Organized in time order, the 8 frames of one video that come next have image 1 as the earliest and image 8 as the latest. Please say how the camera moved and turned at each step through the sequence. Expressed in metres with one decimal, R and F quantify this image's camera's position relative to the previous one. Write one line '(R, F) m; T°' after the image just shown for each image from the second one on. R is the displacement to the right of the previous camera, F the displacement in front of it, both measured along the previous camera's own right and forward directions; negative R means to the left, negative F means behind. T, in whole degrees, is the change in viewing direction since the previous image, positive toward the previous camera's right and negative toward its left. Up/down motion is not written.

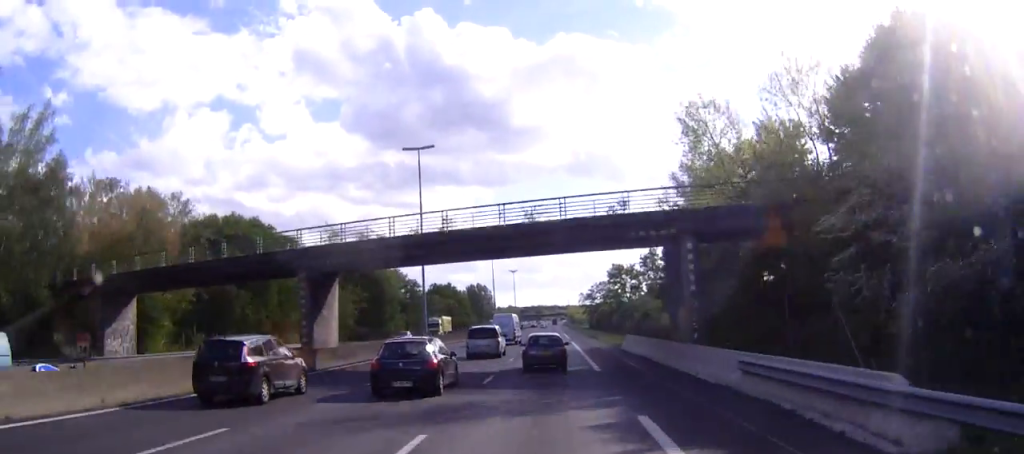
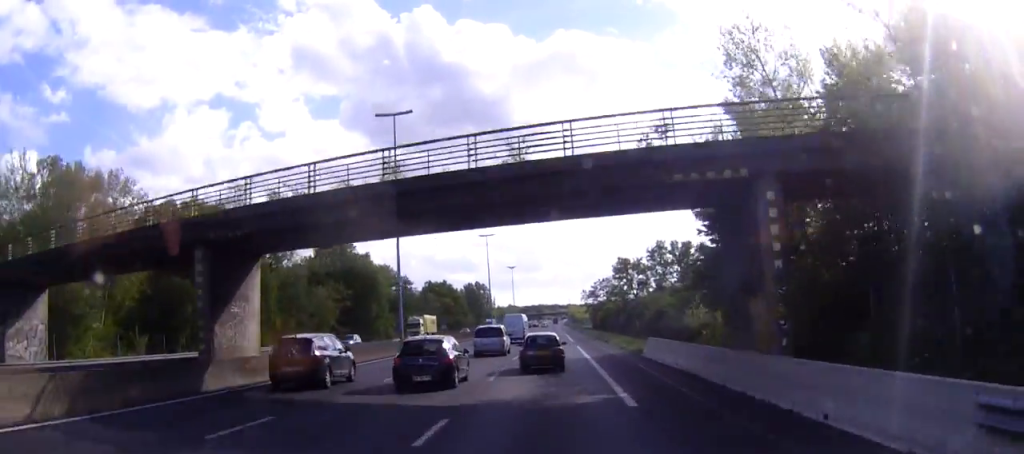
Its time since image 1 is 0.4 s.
(0.0, +10.9) m; 0°
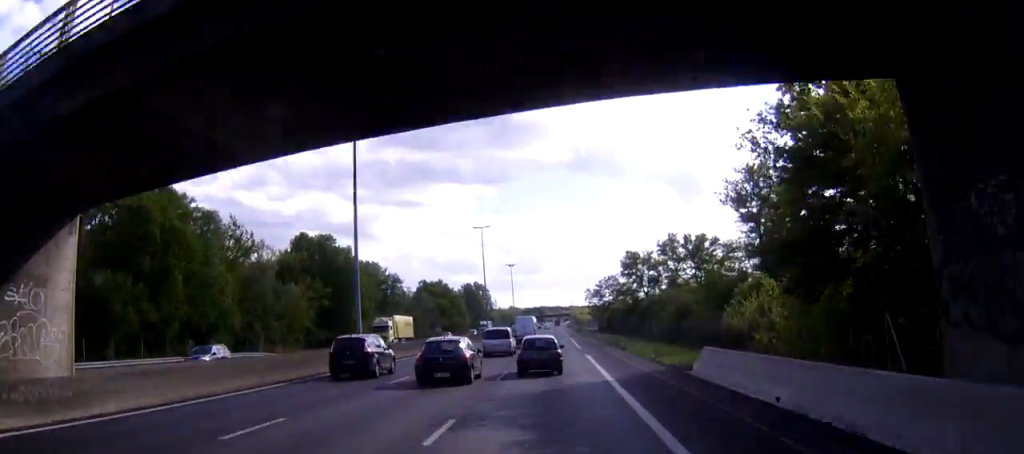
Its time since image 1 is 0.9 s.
(0.0, +12.6) m; 0°
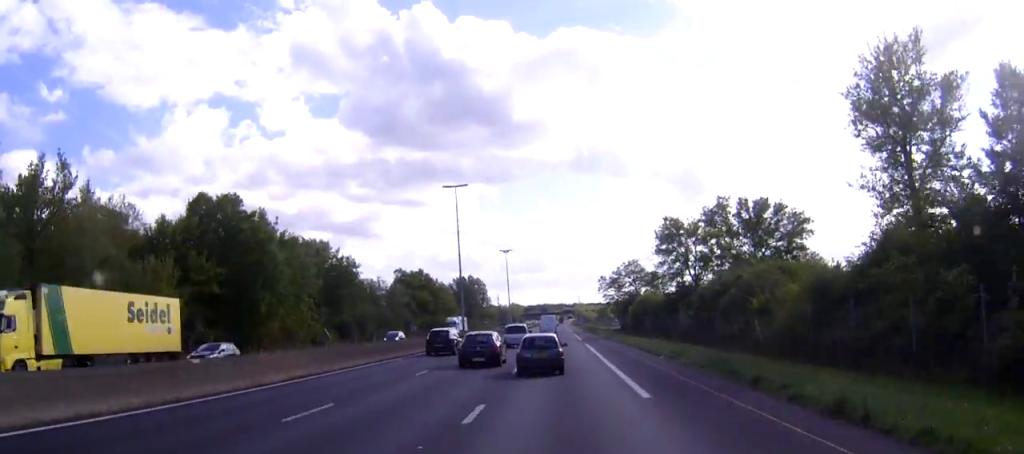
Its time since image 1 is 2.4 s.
(-0.4, +37.1) m; -1°
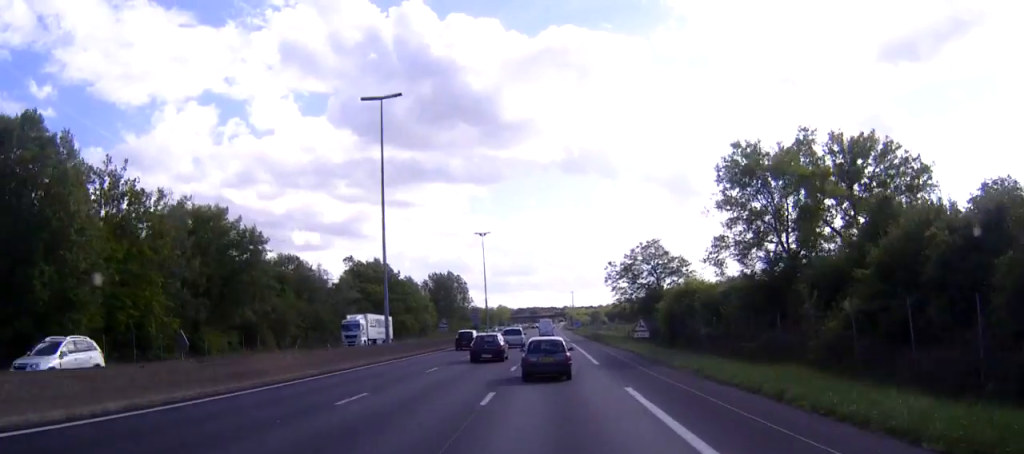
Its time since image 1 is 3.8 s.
(+0.4, +35.5) m; +1°
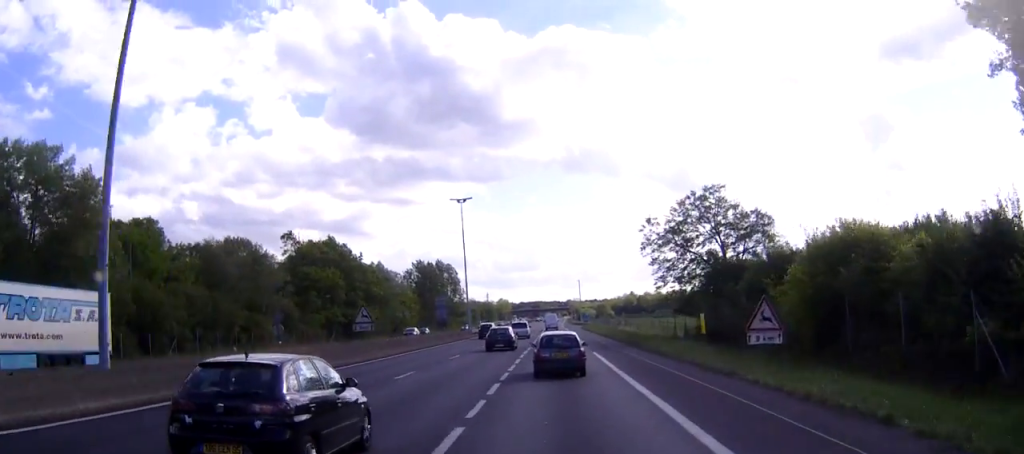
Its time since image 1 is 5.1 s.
(0.0, +33.8) m; 0°
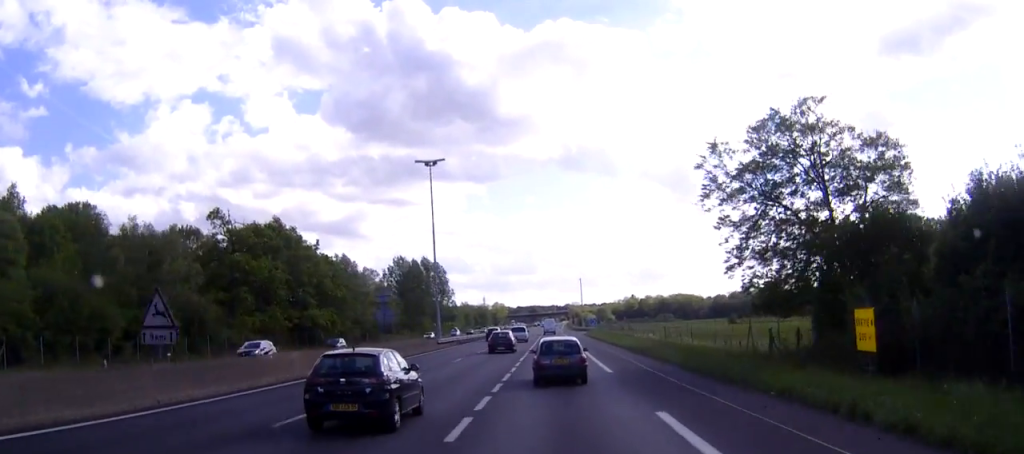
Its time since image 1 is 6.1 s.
(+0.1, +23.6) m; 0°
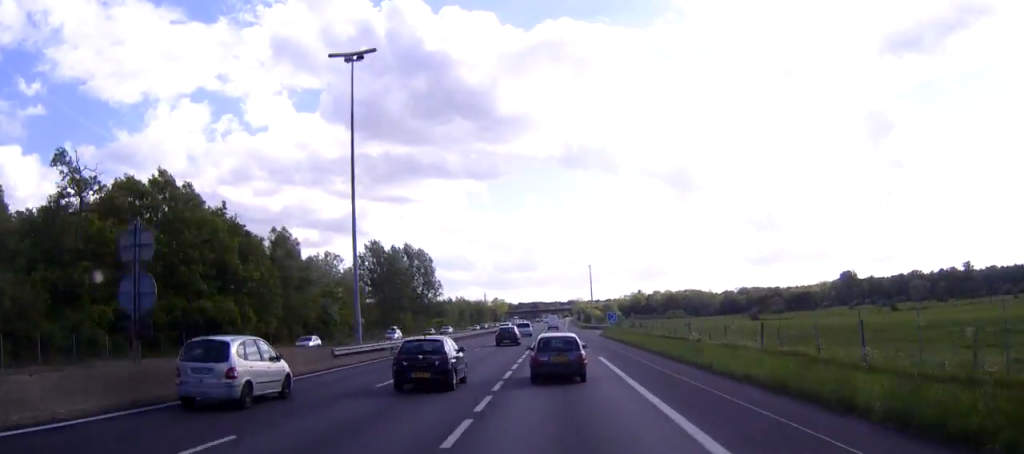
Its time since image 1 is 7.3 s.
(-0.2, +31.0) m; 0°
